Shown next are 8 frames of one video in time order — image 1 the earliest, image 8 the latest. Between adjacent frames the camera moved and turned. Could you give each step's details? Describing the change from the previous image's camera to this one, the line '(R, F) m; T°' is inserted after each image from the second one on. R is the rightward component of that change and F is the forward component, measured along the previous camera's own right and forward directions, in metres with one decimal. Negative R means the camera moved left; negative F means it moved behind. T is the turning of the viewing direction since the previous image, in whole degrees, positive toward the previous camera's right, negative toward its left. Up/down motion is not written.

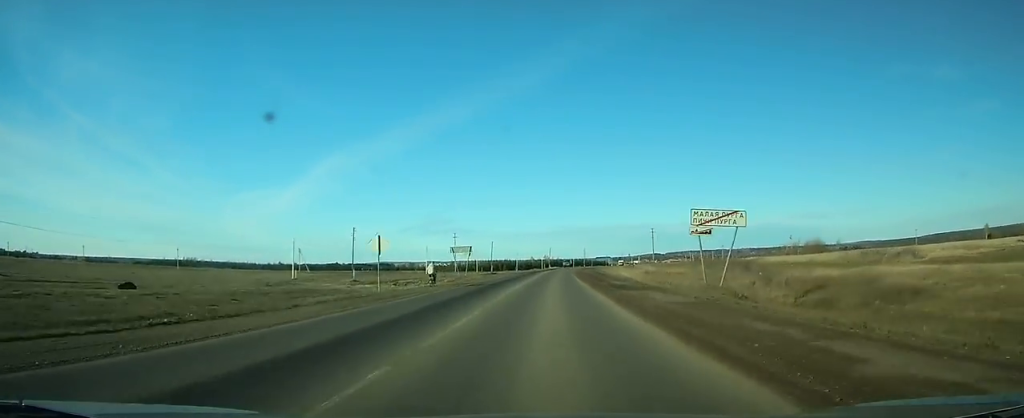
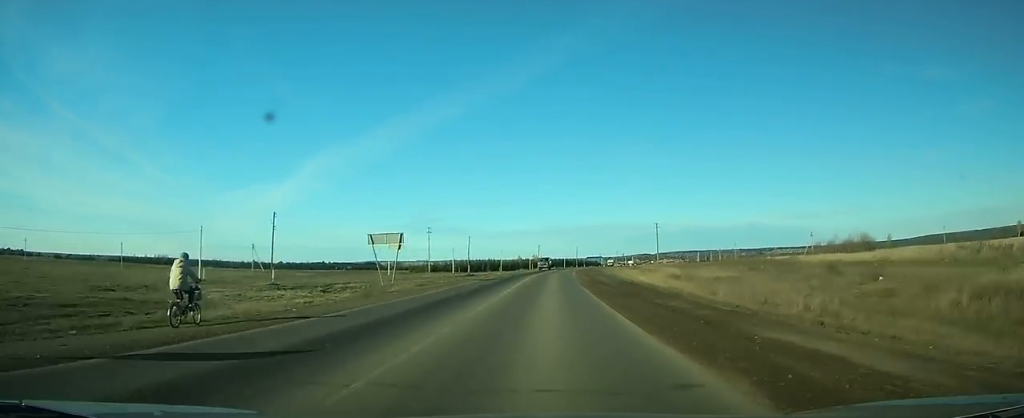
(+0.3, +27.0) m; +1°
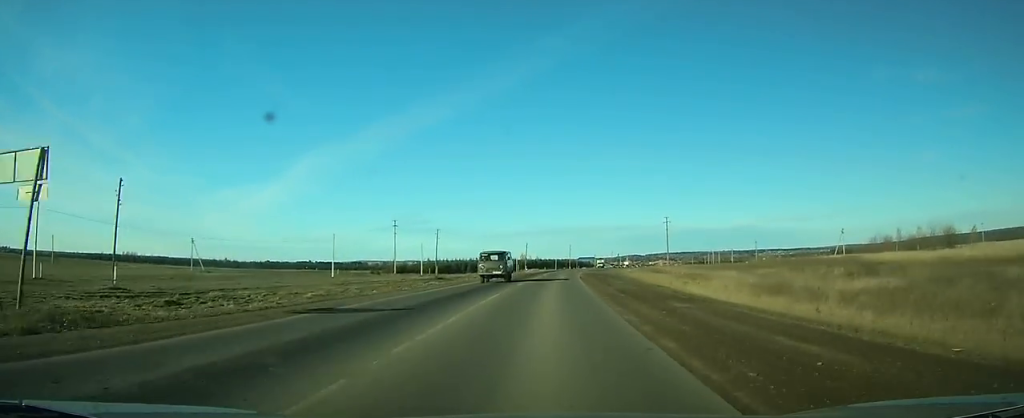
(+0.3, +28.1) m; +1°
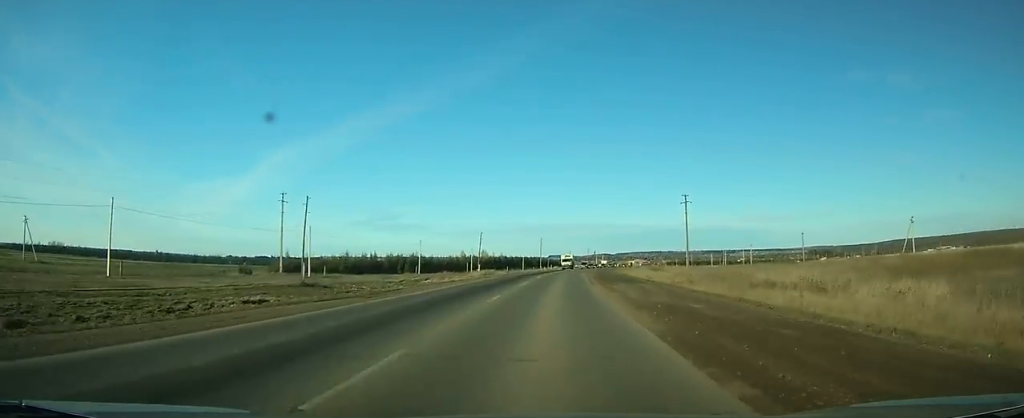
(+0.7, +48.4) m; +2°
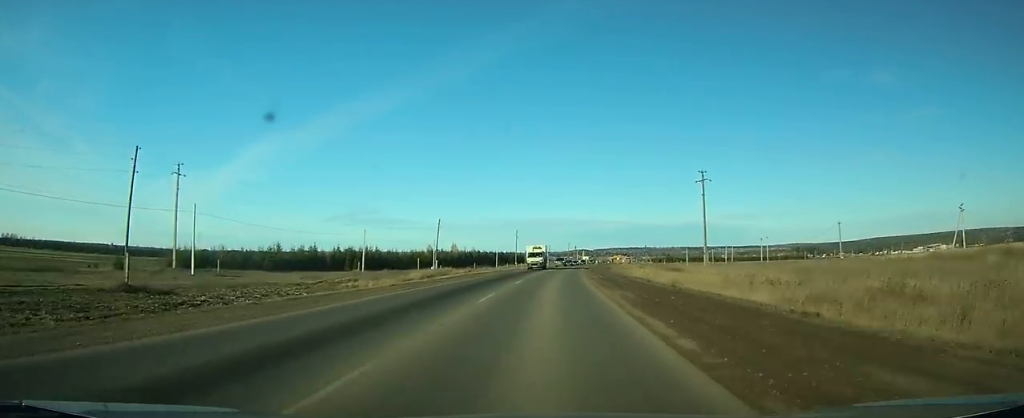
(+0.1, +24.9) m; +1°
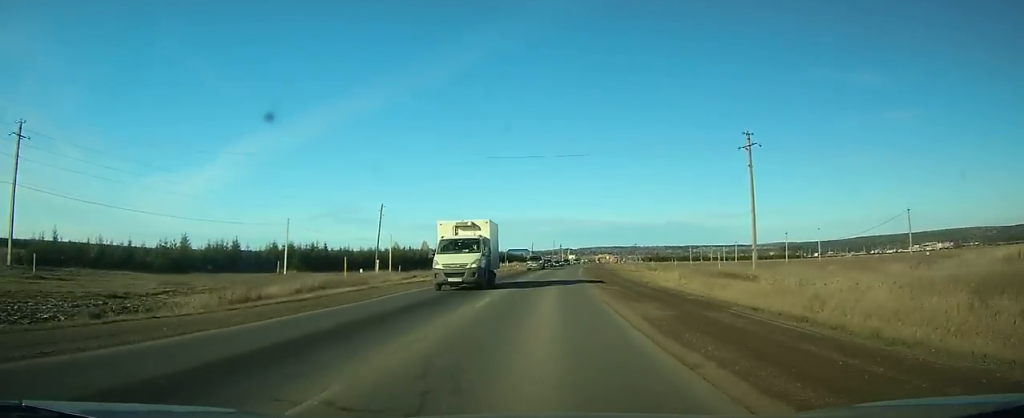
(+0.6, +25.4) m; +2°
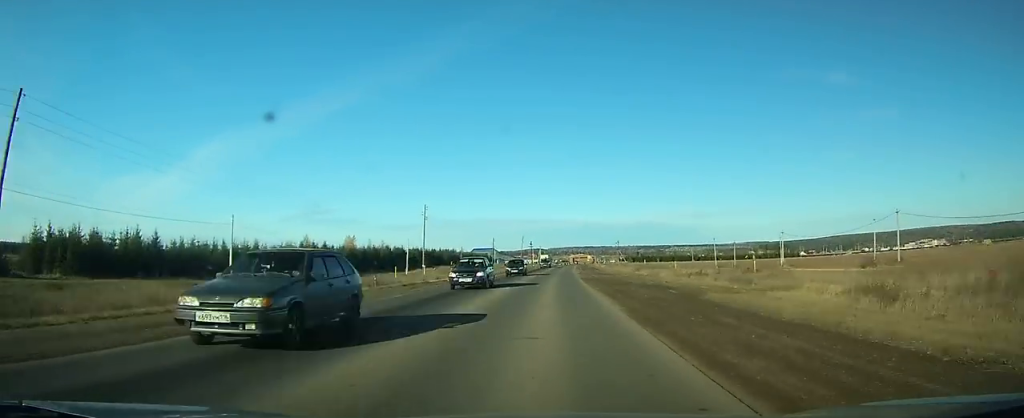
(+1.5, +50.3) m; +3°
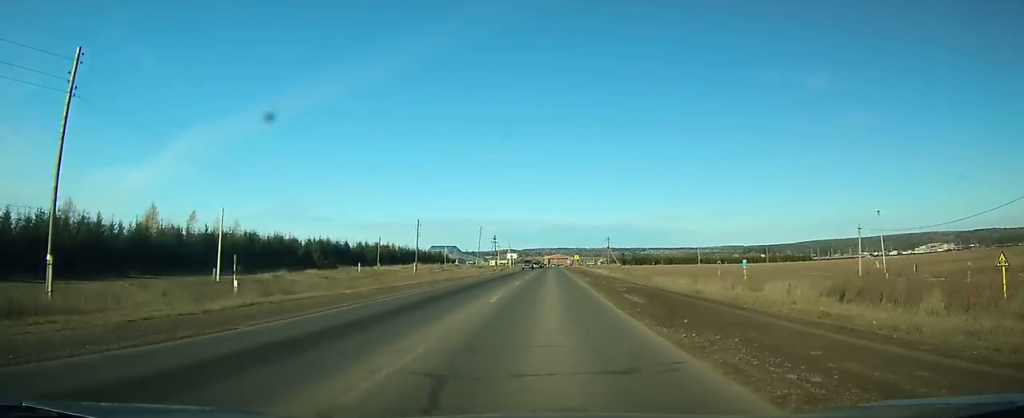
(+1.8, +68.2) m; +3°
